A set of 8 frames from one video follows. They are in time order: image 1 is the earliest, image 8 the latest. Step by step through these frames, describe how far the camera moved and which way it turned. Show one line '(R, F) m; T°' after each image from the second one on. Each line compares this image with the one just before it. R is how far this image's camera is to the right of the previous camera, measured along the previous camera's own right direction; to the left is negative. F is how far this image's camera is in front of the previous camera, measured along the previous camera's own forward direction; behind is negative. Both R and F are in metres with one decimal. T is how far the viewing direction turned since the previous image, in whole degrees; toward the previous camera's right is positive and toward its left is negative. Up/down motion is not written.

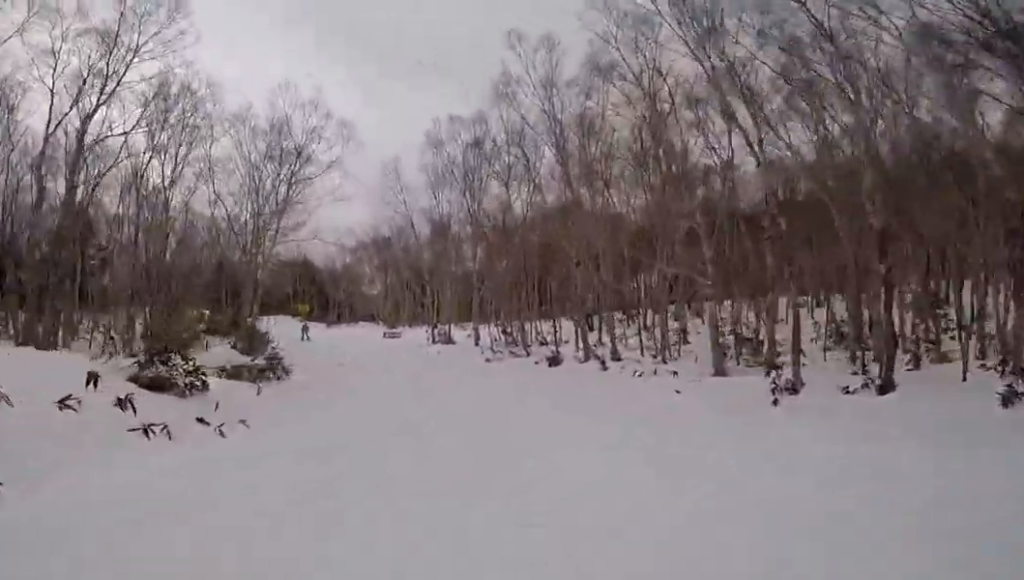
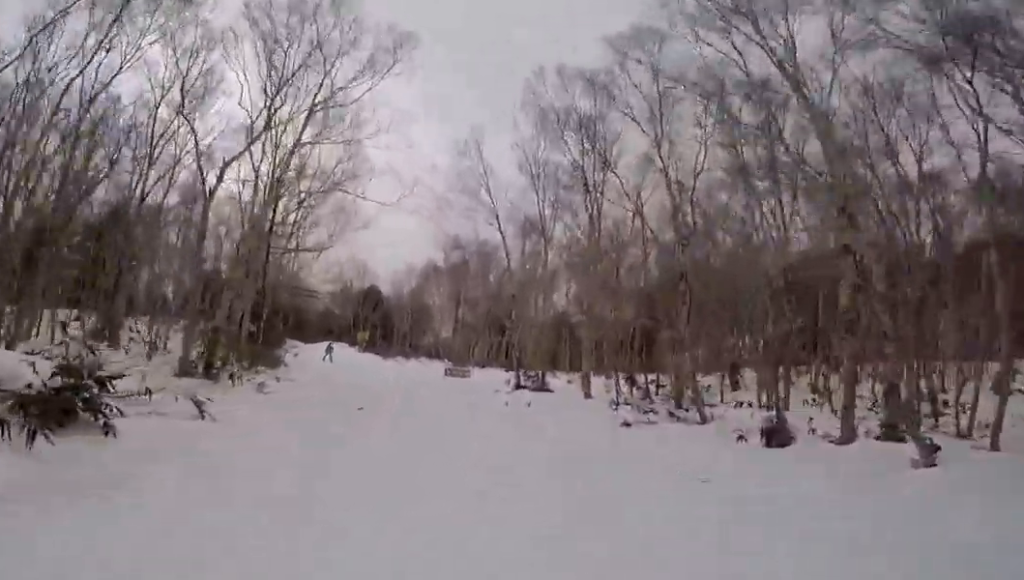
(+3.2, +4.3) m; -13°
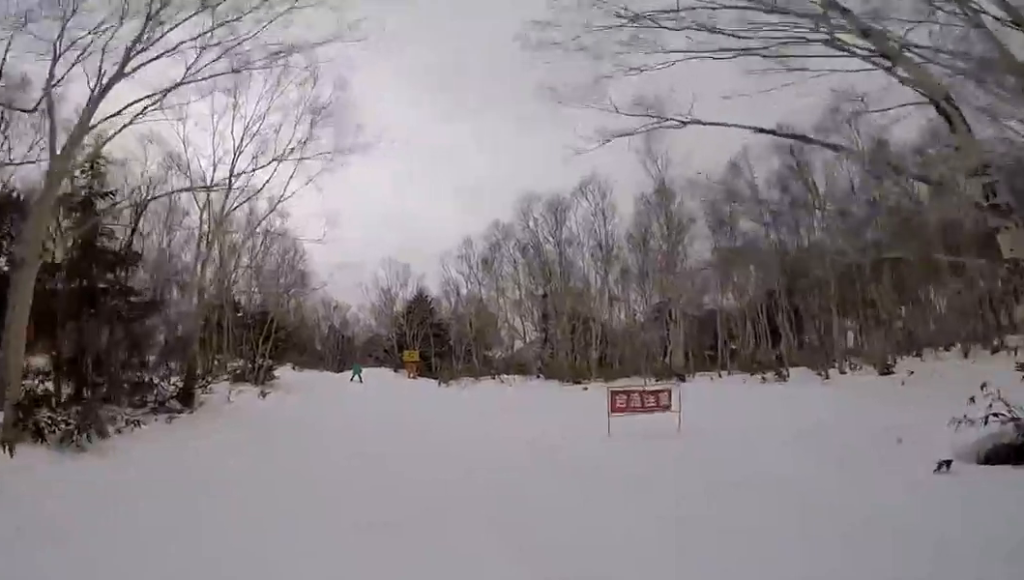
(-11.0, +7.5) m; -63°
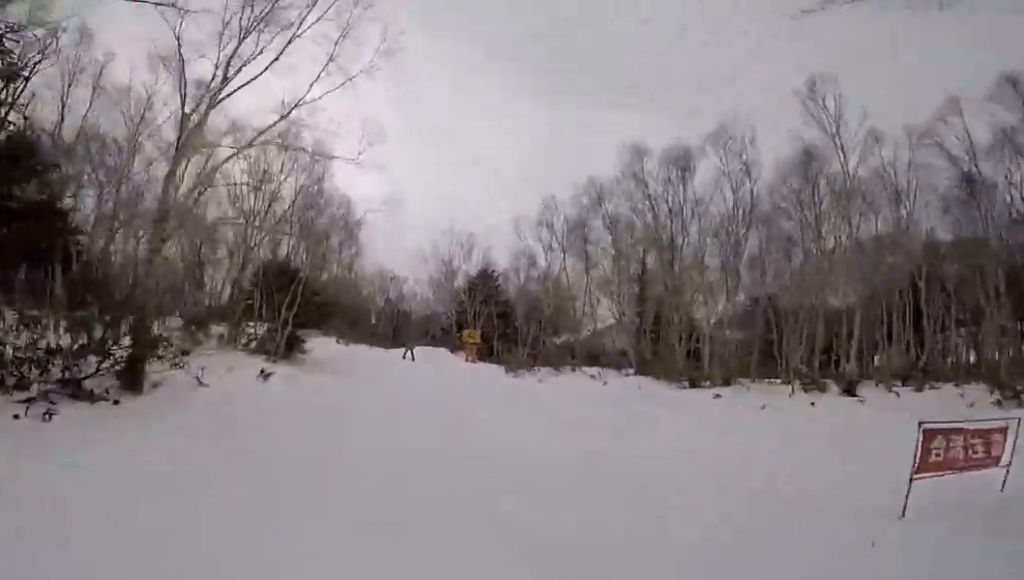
(+0.2, +5.4) m; 0°
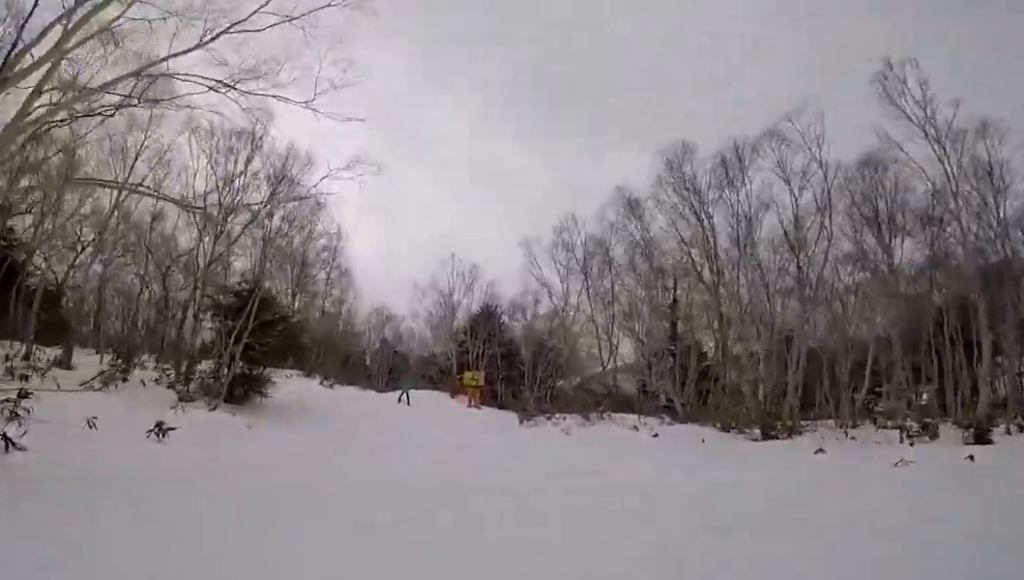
(-0.2, +4.1) m; -4°
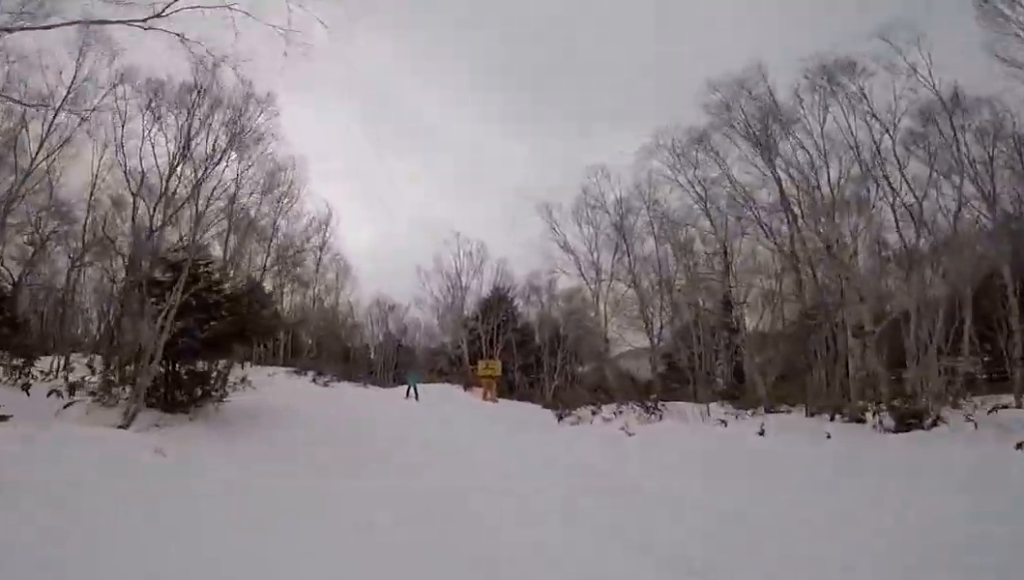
(-0.1, +3.8) m; 0°
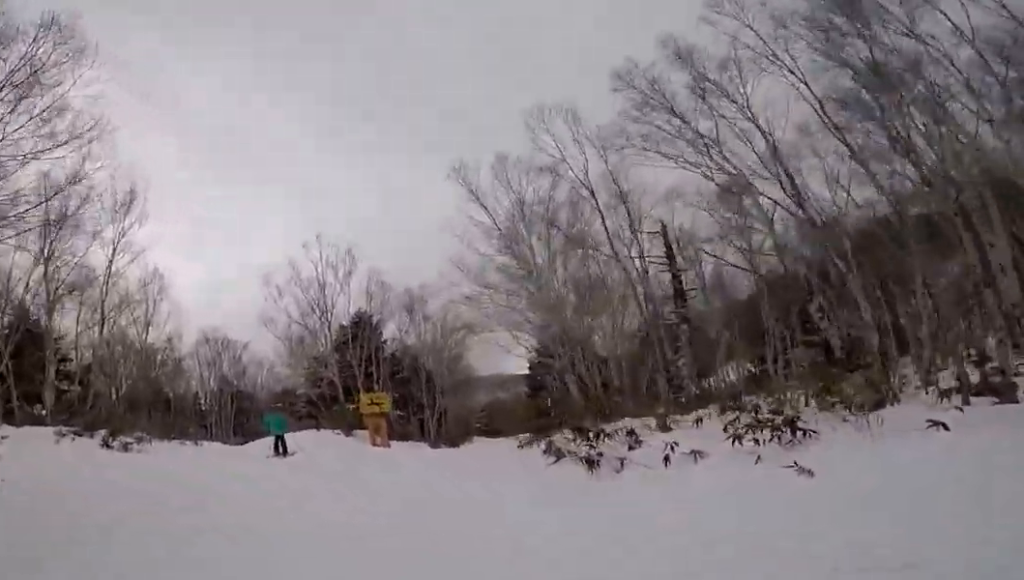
(+0.6, +6.9) m; +24°
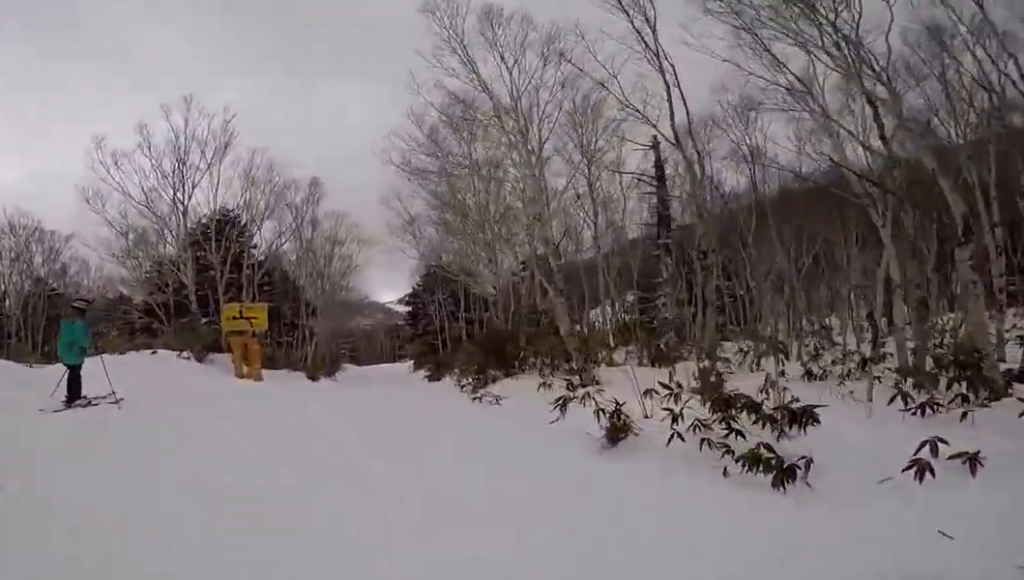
(+1.3, +4.8) m; +18°
